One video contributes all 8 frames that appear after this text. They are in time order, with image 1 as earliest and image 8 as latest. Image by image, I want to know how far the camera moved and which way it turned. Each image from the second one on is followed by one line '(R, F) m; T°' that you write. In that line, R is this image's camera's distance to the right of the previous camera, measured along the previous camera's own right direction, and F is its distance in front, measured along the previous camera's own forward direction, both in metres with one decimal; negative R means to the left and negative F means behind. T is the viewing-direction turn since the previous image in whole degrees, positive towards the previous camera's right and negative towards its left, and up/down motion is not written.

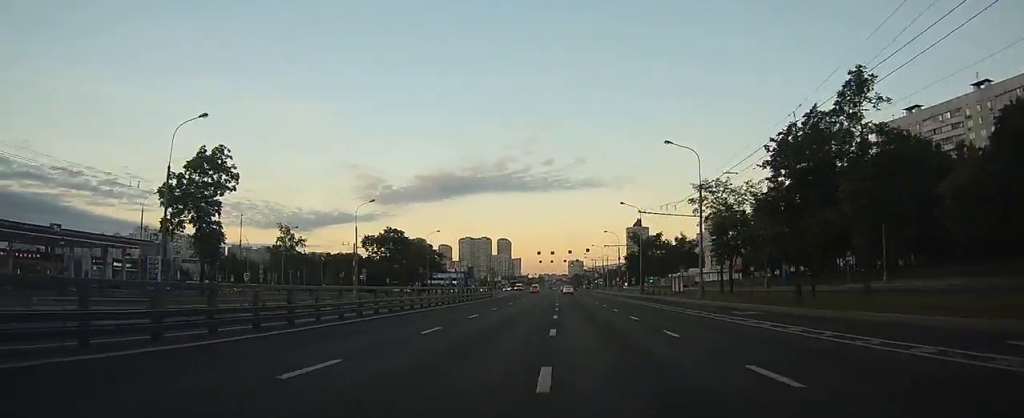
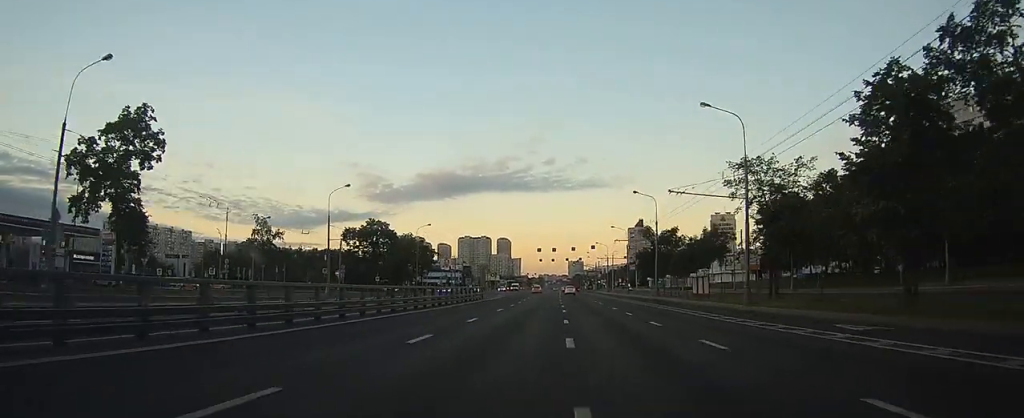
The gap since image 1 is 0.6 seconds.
(0.0, +11.0) m; 0°
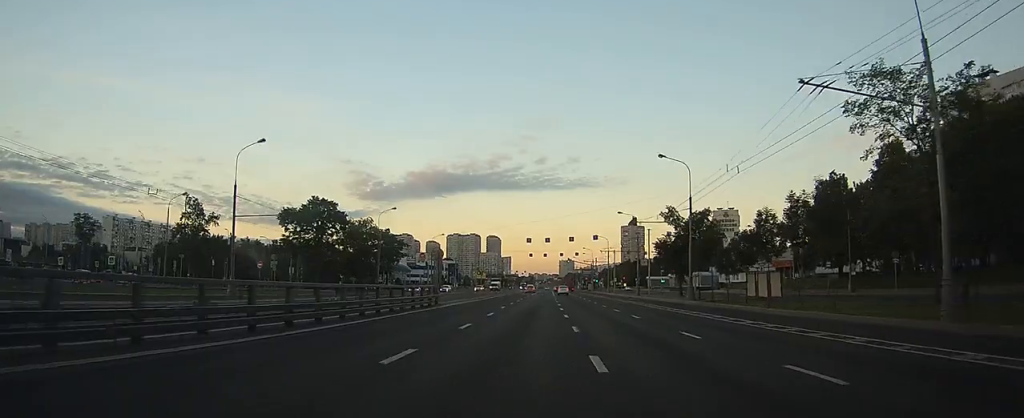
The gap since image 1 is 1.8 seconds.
(0.0, +21.1) m; +1°
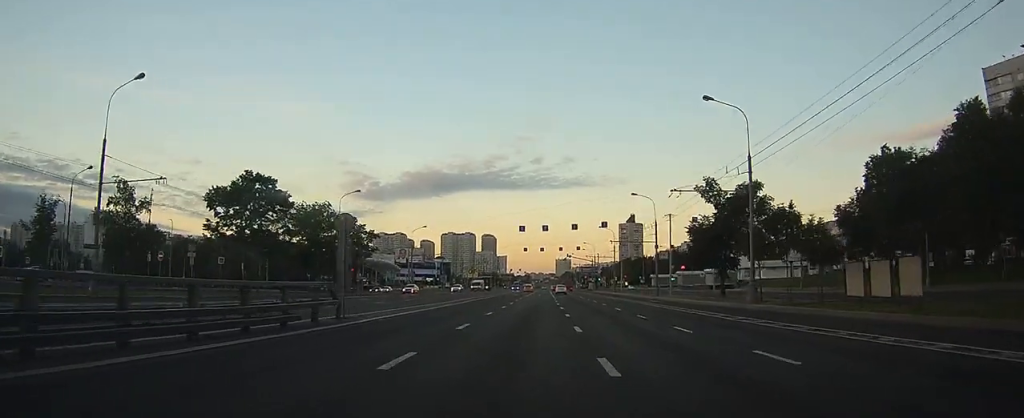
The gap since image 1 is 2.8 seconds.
(+0.1, +17.2) m; +1°
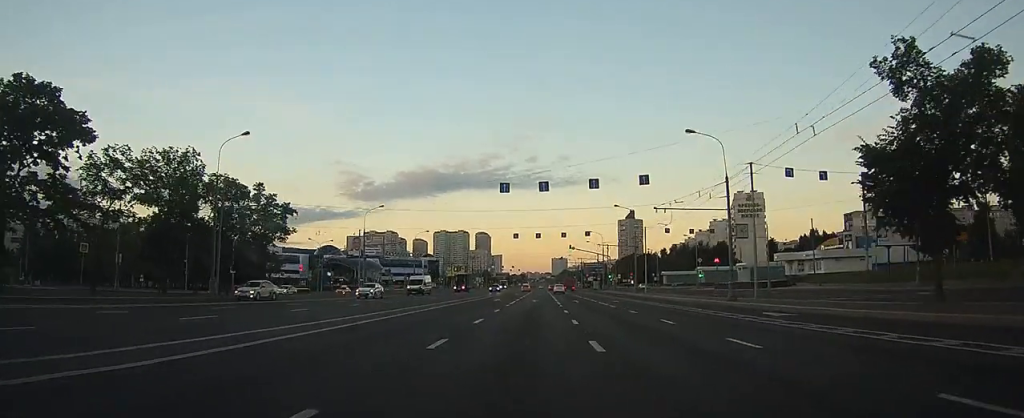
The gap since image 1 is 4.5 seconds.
(+0.2, +29.7) m; 0°
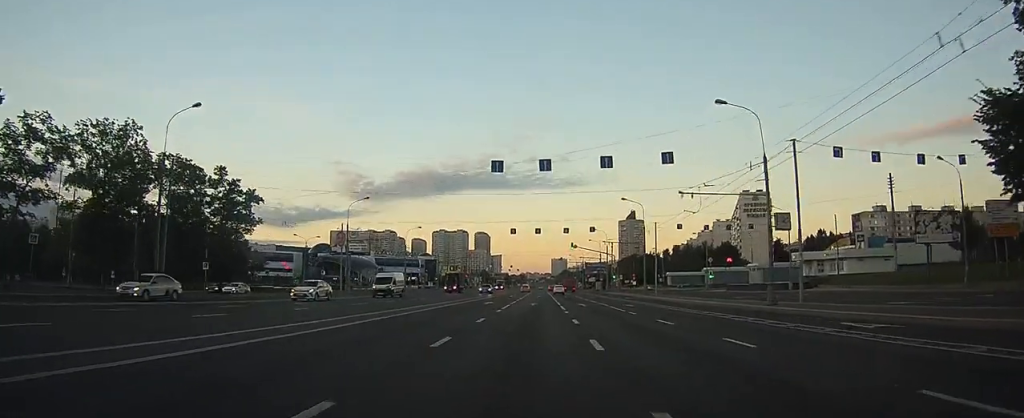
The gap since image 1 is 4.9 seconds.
(0.0, +7.7) m; 0°
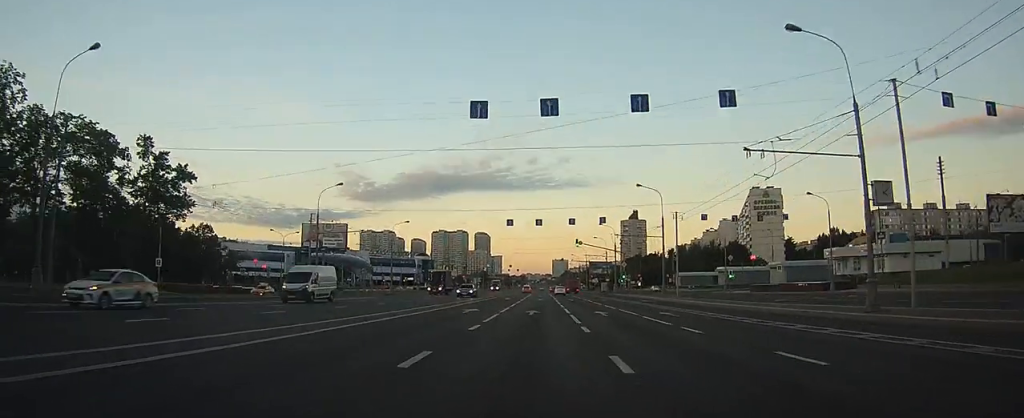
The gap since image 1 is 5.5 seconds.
(0.0, +11.3) m; 0°
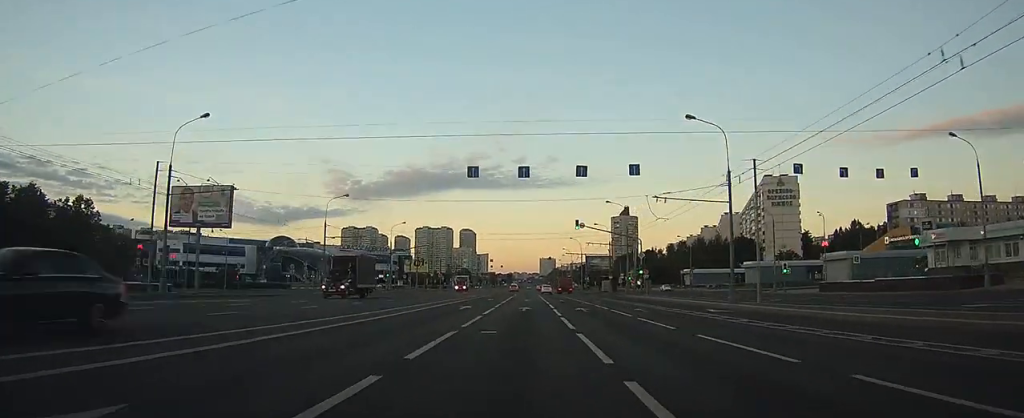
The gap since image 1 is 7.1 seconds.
(+0.2, +27.2) m; +1°
